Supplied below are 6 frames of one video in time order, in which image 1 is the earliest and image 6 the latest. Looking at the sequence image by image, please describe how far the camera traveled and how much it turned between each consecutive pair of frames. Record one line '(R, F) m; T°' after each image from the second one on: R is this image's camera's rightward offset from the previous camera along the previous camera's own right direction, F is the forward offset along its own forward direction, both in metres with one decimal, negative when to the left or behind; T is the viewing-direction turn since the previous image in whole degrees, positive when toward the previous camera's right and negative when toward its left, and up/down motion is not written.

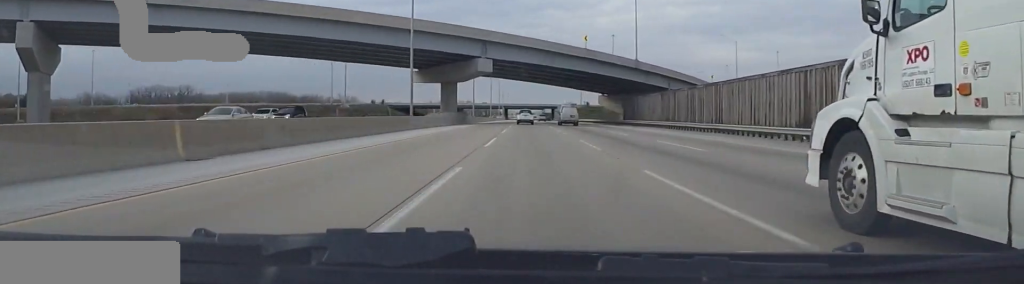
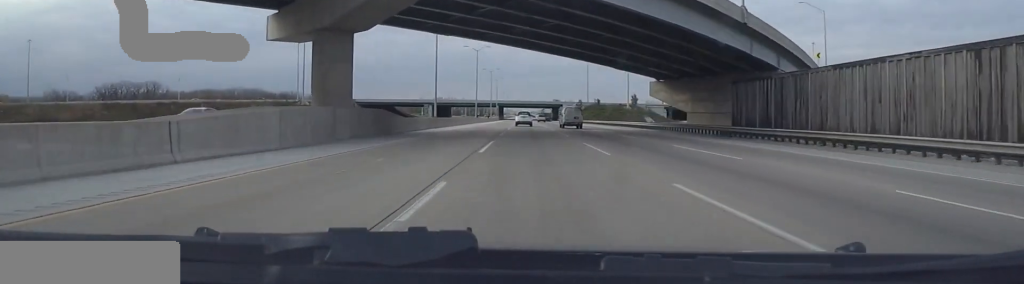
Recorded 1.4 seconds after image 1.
(-1.3, +47.9) m; -1°
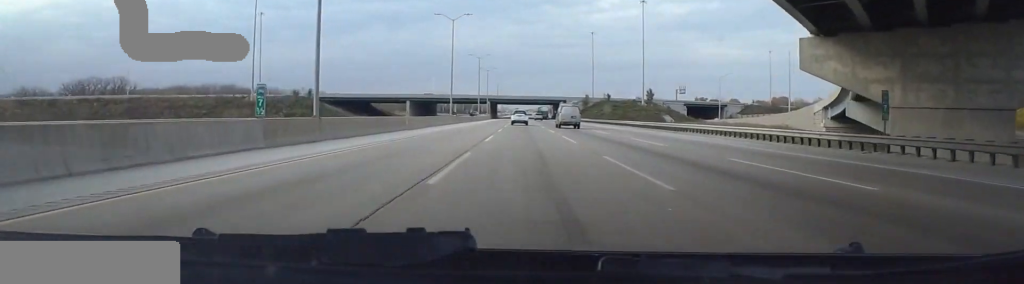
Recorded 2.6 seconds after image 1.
(0.0, +37.1) m; +1°
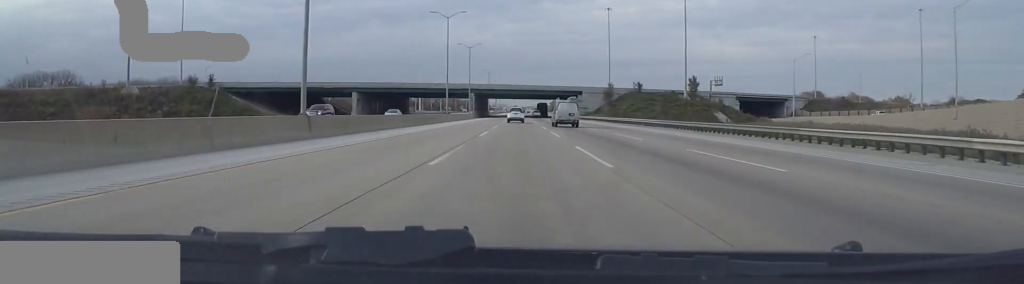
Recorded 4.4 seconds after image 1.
(+0.8, +57.8) m; 0°
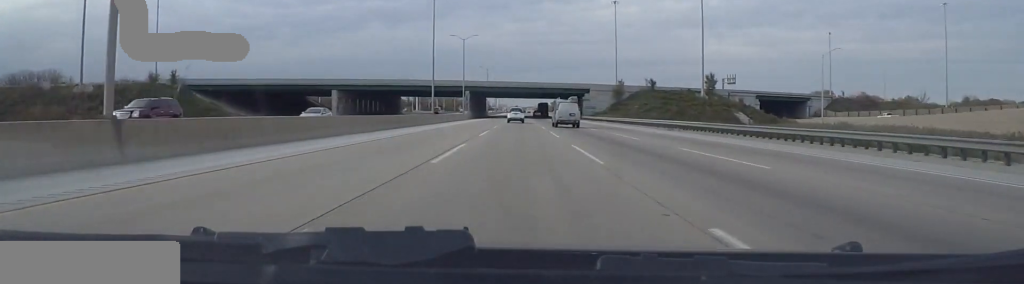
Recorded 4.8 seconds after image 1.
(-0.3, +14.7) m; 0°
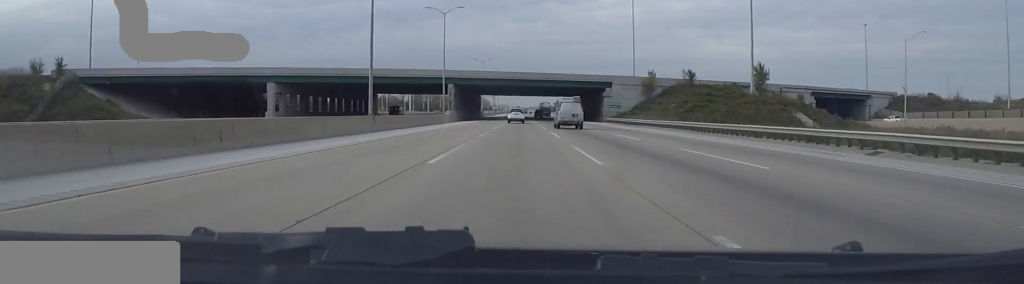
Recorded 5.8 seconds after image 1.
(0.0, +30.0) m; +1°
